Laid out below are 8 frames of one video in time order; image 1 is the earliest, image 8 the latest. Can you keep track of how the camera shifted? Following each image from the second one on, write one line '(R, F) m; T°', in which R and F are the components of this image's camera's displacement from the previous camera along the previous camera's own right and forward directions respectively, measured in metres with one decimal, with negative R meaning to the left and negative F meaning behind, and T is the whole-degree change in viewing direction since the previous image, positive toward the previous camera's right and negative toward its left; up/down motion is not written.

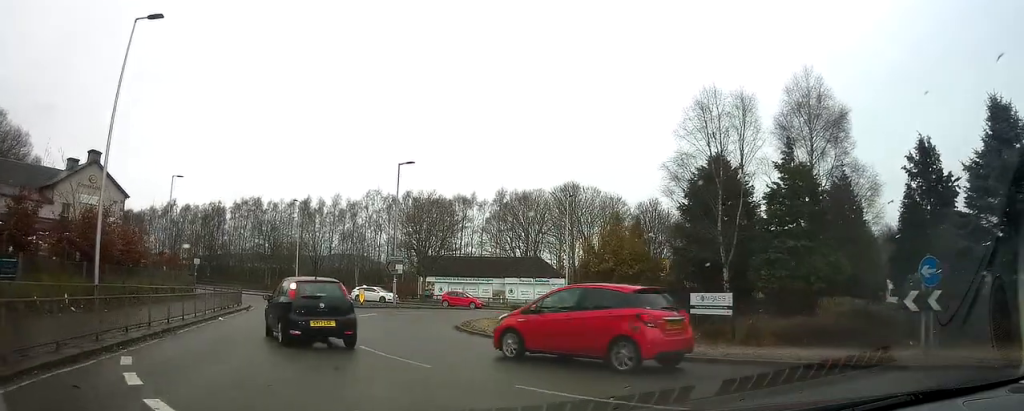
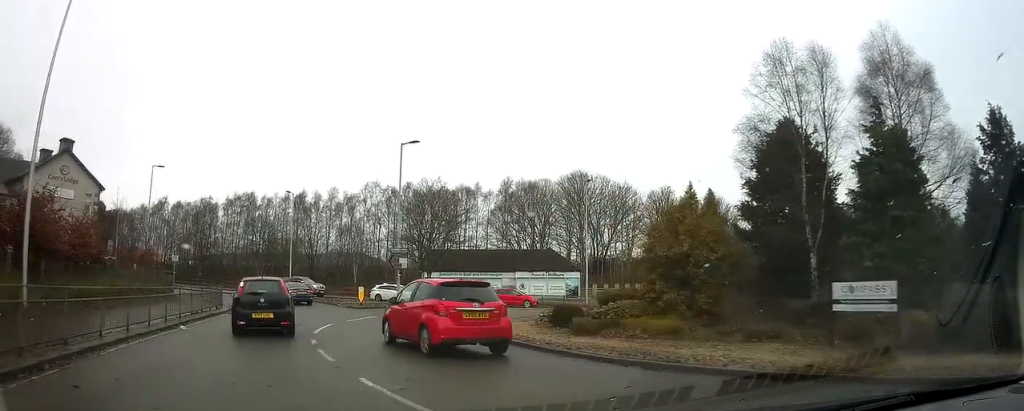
(0.0, +3.5) m; 0°
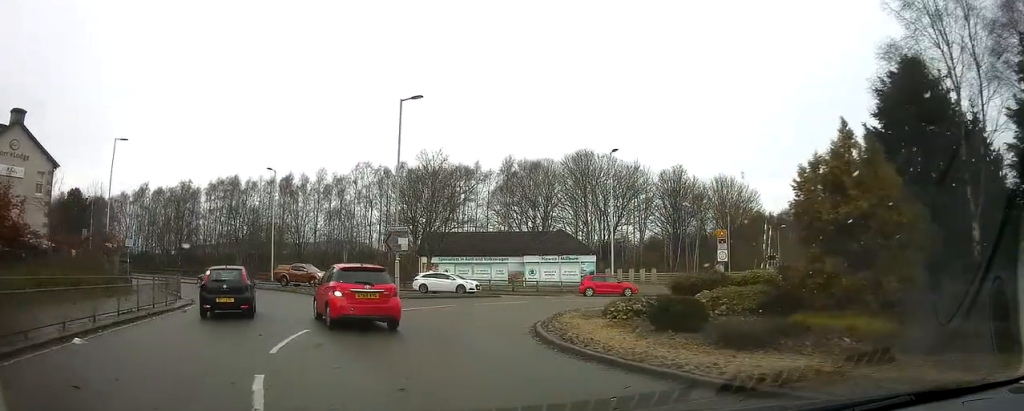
(0.0, +5.3) m; +4°
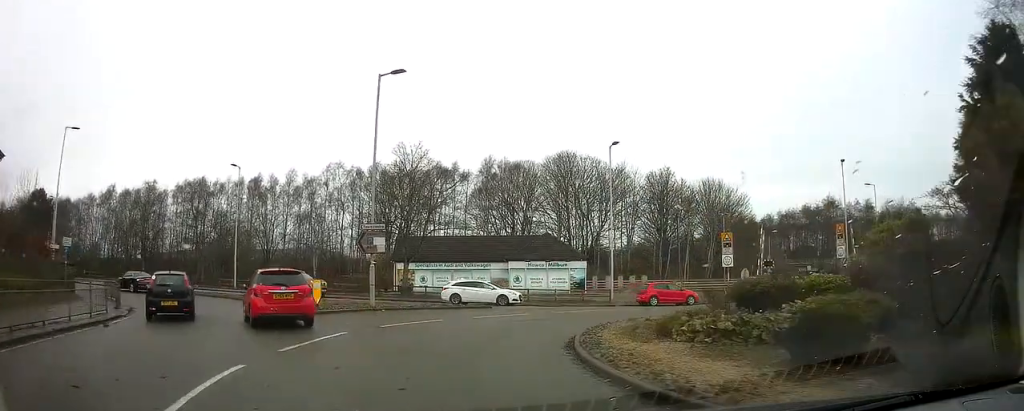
(+0.2, +4.0) m; +5°
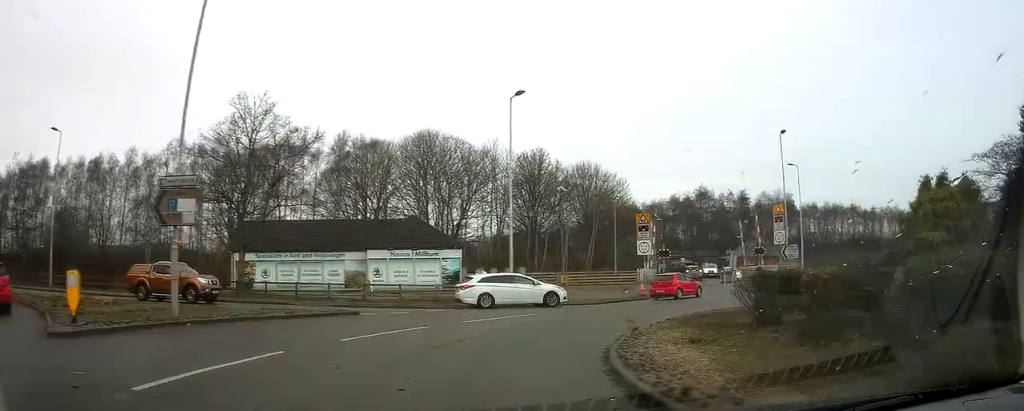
(+0.7, +8.4) m; +15°
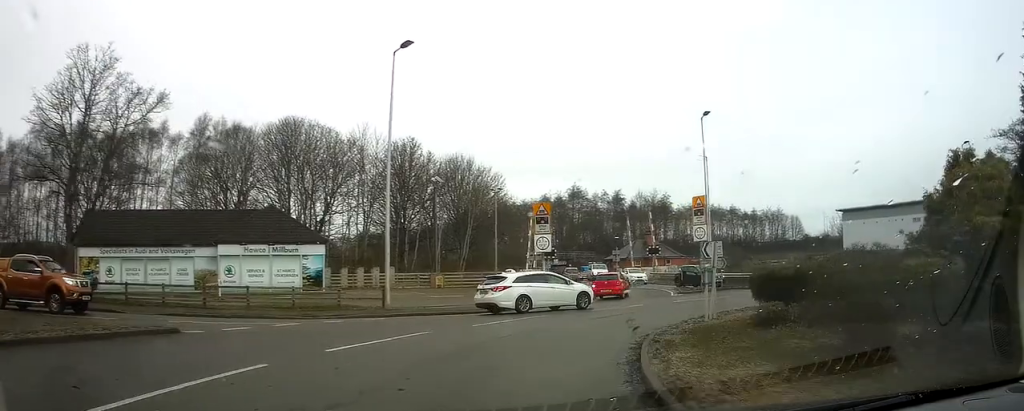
(+0.8, +5.5) m; +16°
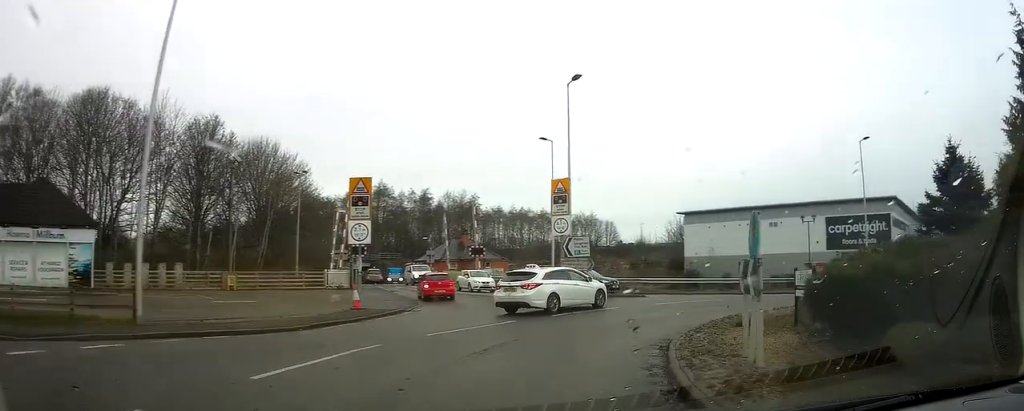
(+1.4, +7.1) m; +19°
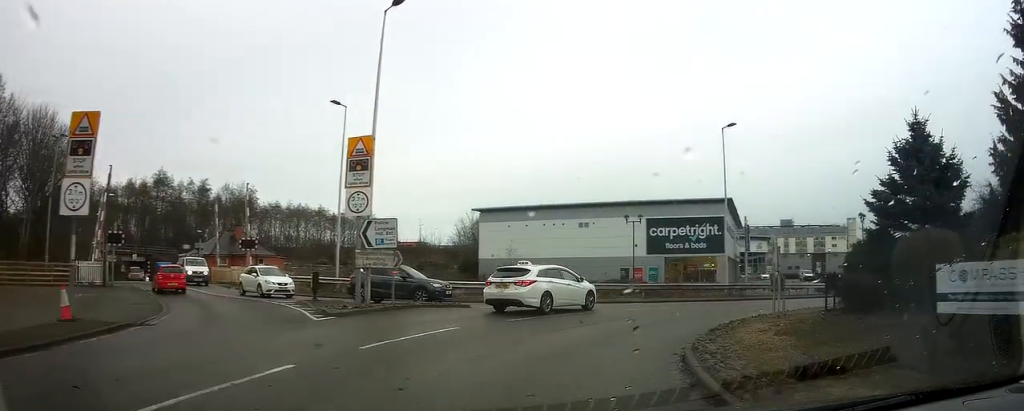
(+1.1, +7.8) m; +22°
